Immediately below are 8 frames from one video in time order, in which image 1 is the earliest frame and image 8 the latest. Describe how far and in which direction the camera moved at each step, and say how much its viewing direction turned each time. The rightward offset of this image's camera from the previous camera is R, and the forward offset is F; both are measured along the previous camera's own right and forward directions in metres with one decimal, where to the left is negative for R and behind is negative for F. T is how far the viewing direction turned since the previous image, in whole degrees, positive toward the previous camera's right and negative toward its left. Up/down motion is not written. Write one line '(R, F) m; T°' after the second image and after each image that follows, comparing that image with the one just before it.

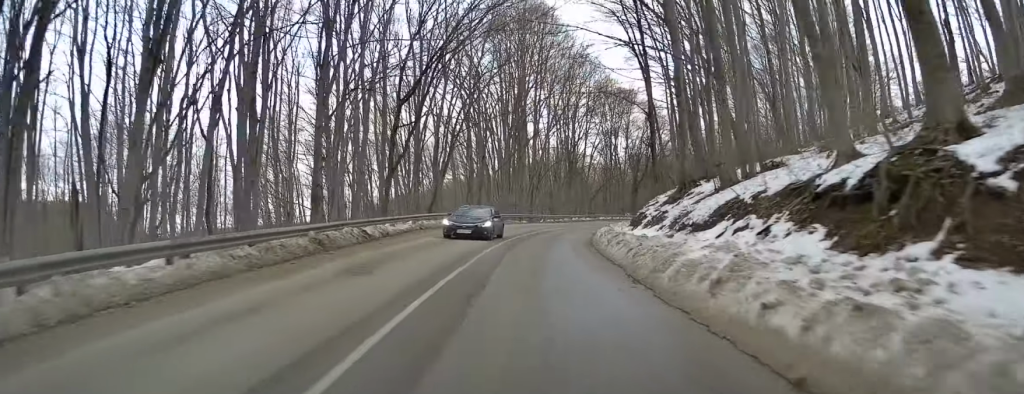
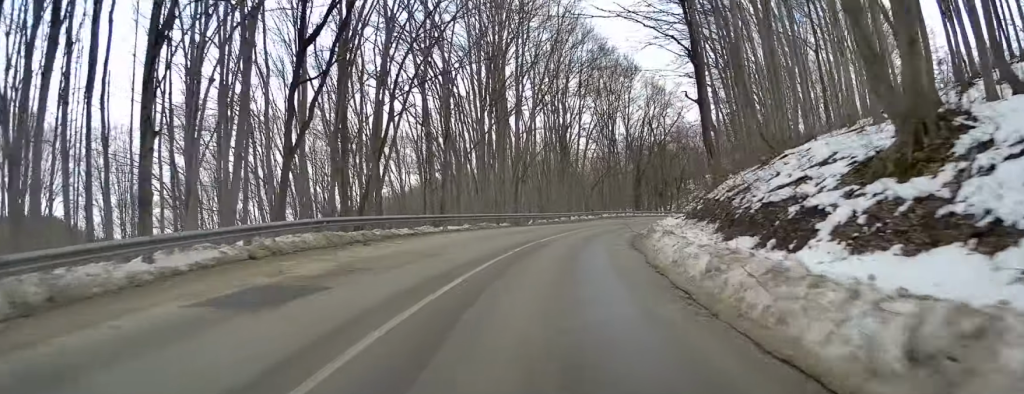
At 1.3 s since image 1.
(+0.4, +16.6) m; +3°
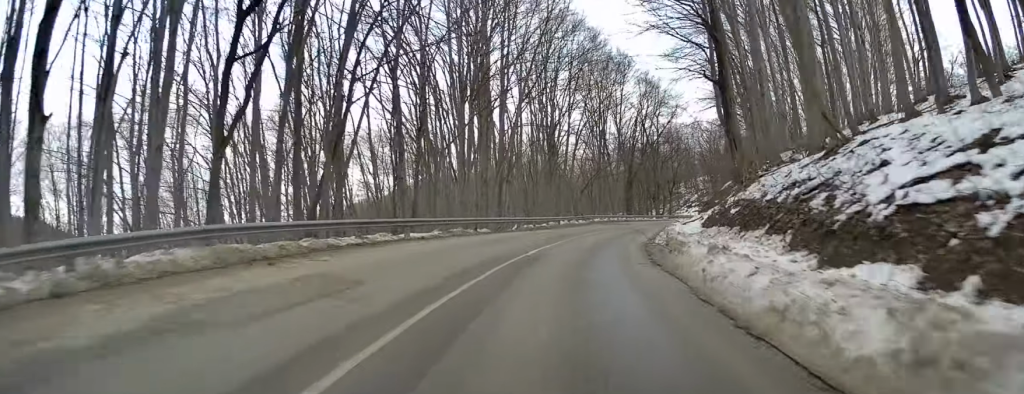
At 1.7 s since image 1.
(0.0, +5.4) m; +1°
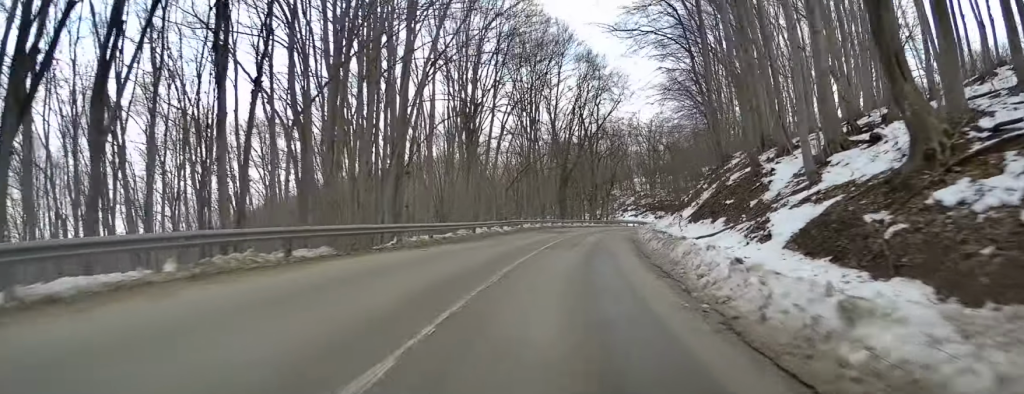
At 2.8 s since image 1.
(+0.3, +16.1) m; +1°
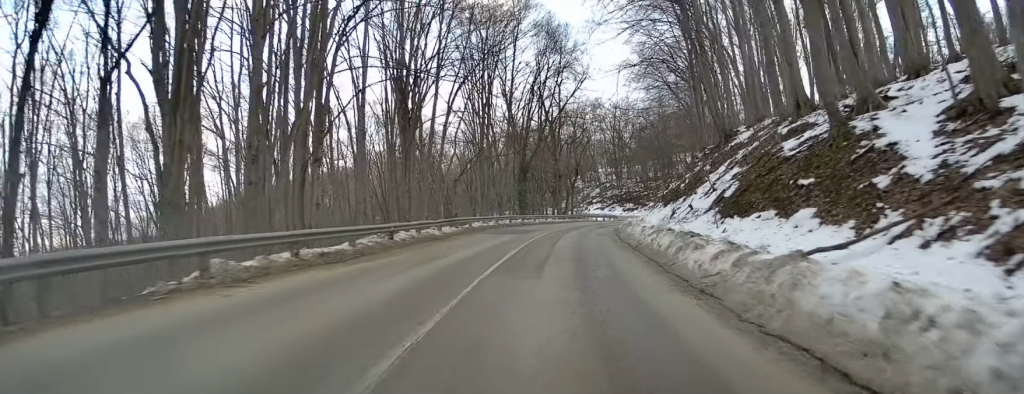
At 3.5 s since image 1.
(0.0, +11.3) m; +2°
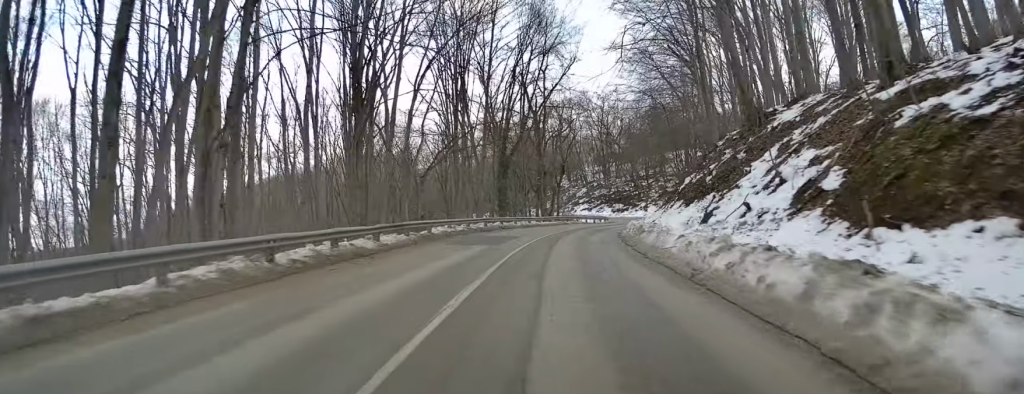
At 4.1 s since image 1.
(+0.2, +9.2) m; +2°
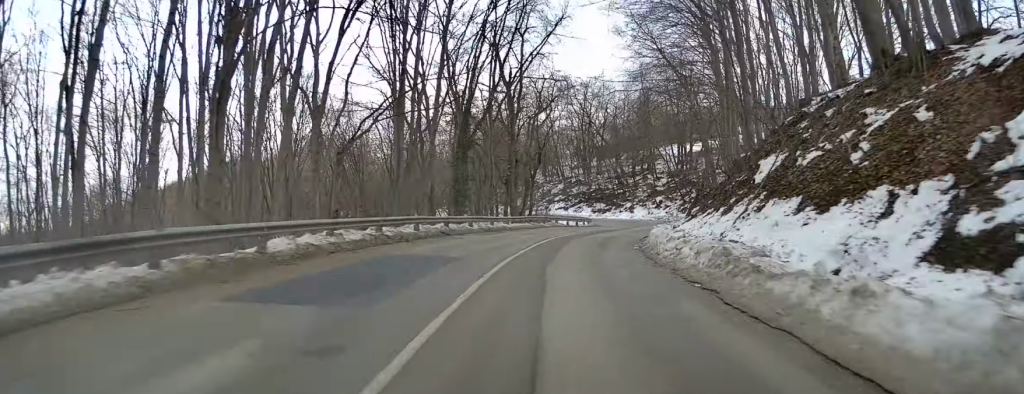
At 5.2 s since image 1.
(+0.6, +15.6) m; +4°
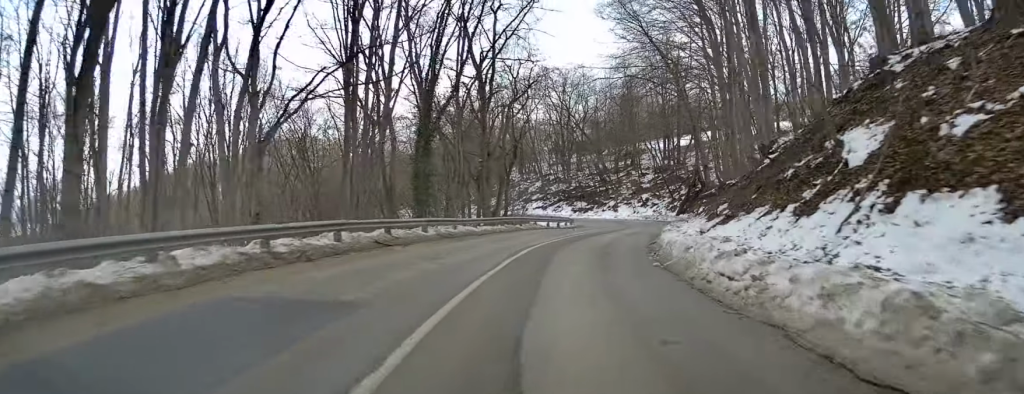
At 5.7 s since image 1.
(-0.3, +7.4) m; +2°
